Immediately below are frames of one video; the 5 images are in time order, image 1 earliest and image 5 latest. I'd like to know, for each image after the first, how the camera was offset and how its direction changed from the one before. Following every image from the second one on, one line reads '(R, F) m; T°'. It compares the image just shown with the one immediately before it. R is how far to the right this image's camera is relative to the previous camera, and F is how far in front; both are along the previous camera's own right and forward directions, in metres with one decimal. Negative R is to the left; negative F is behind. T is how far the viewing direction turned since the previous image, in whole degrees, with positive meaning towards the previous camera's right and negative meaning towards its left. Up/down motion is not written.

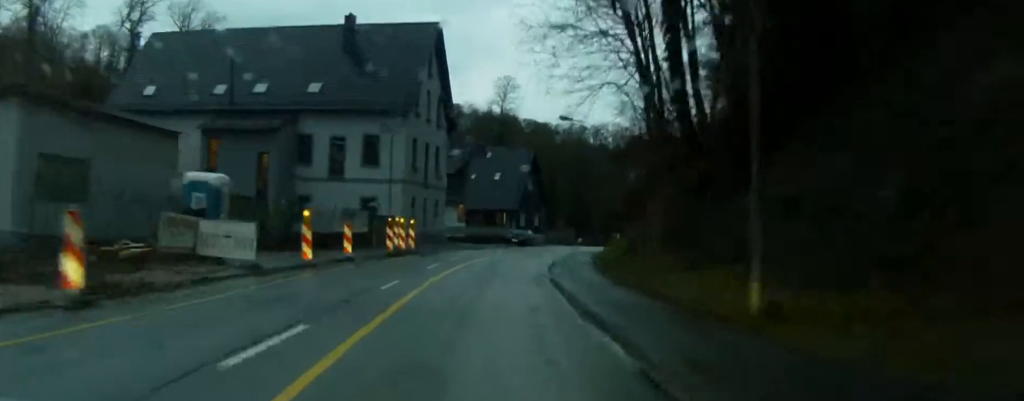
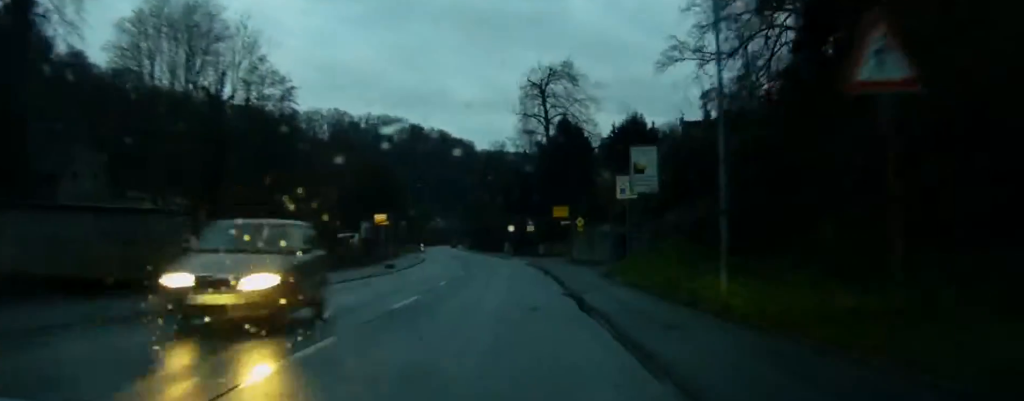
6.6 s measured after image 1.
(+8.1, +84.5) m; +17°
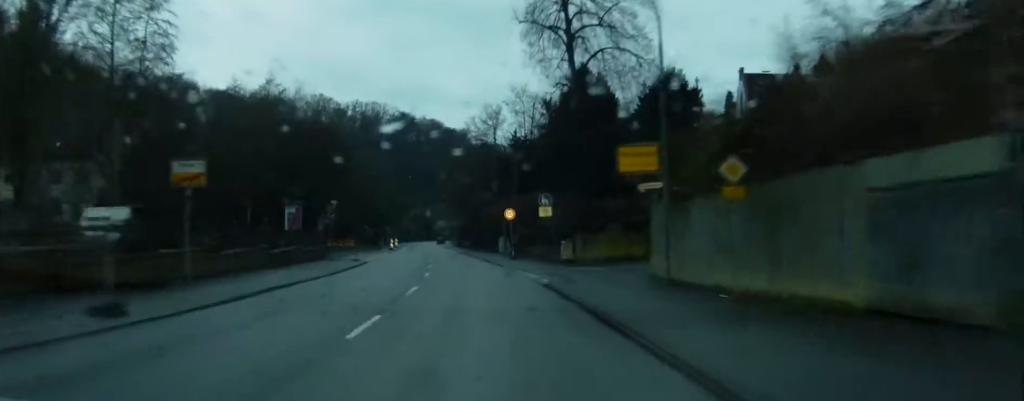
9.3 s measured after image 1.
(+2.2, +33.9) m; +6°
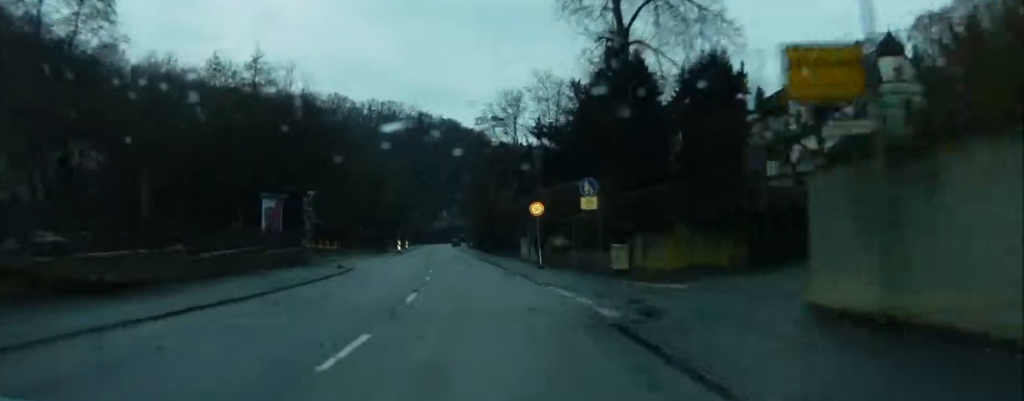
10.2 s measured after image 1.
(+0.3, +11.5) m; 0°
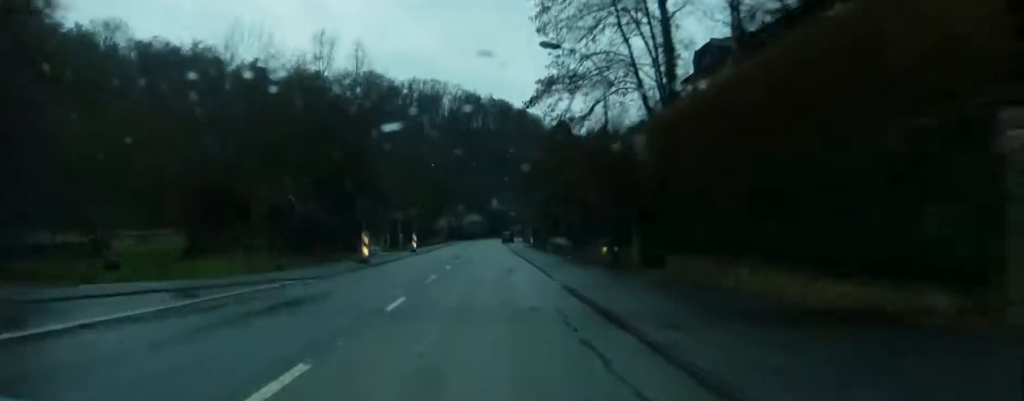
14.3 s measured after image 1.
(-1.3, +55.5) m; -3°
